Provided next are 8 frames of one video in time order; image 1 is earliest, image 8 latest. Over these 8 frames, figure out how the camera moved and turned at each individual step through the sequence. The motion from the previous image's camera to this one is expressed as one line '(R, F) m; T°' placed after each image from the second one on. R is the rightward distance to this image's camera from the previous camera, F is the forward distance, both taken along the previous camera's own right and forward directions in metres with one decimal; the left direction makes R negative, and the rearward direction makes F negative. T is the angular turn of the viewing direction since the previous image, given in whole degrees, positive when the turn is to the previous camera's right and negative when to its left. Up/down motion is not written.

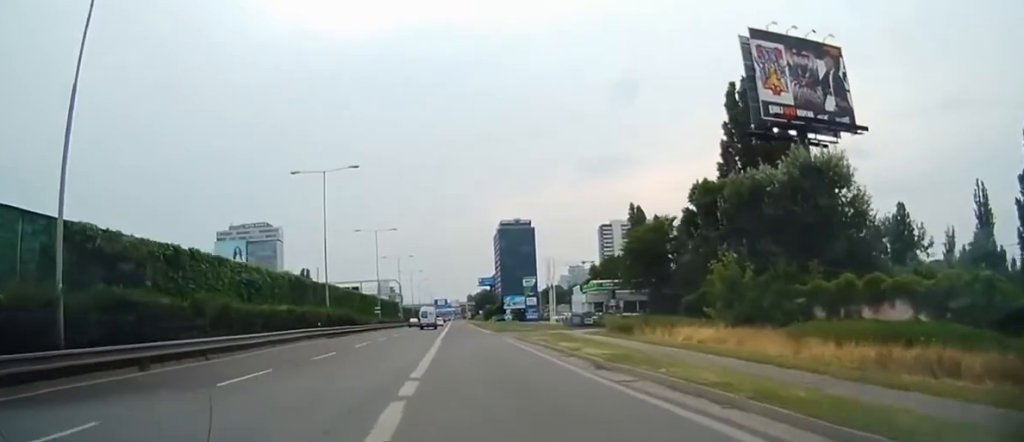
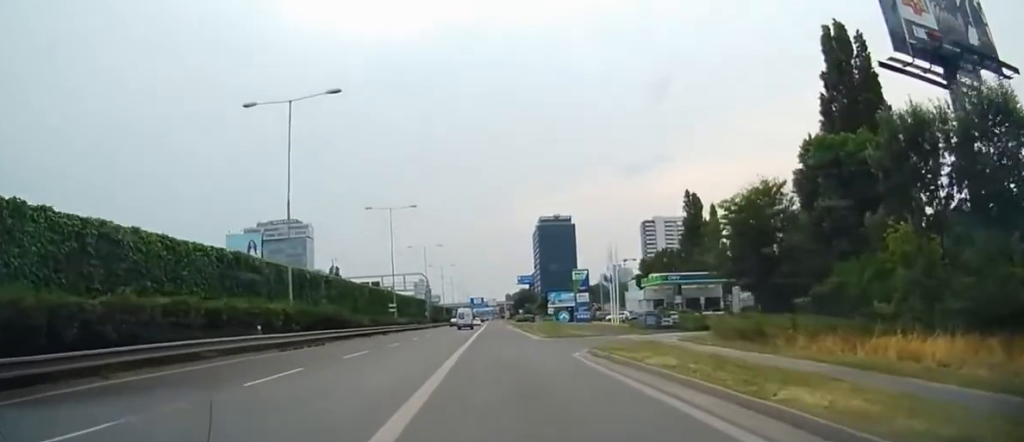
(-0.6, +17.7) m; 0°
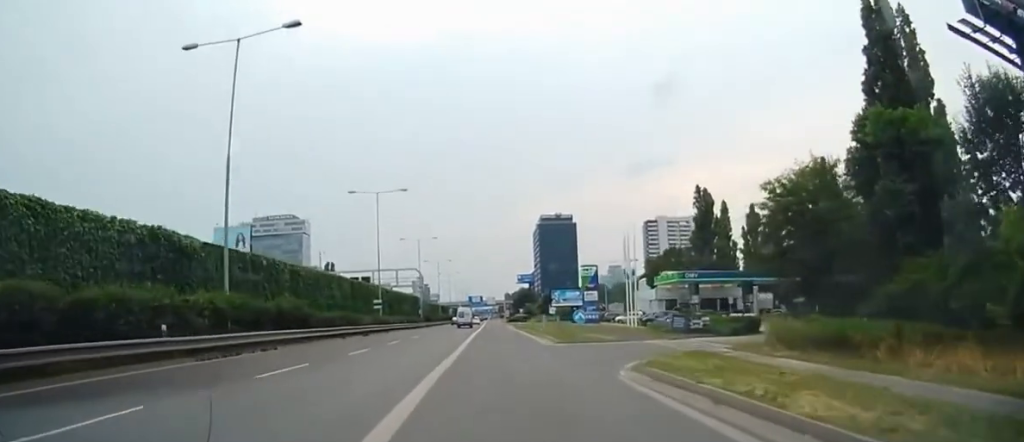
(+0.3, +8.4) m; 0°
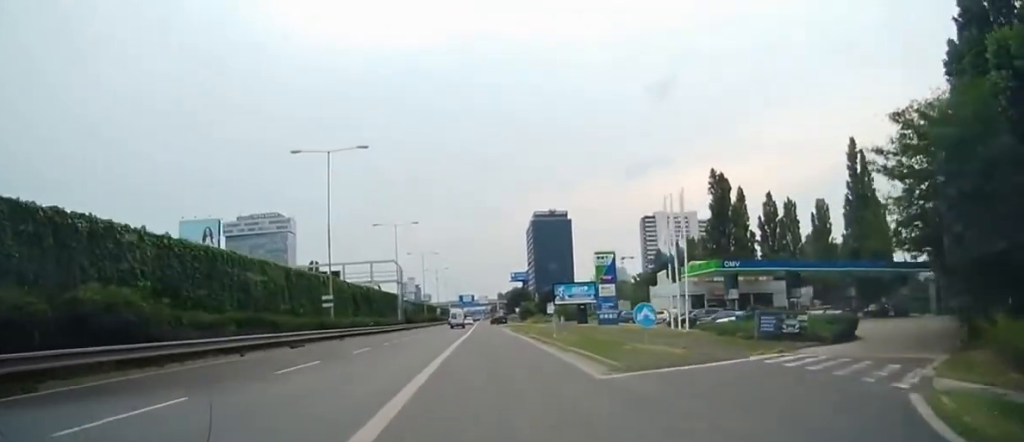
(0.0, +16.0) m; -3°
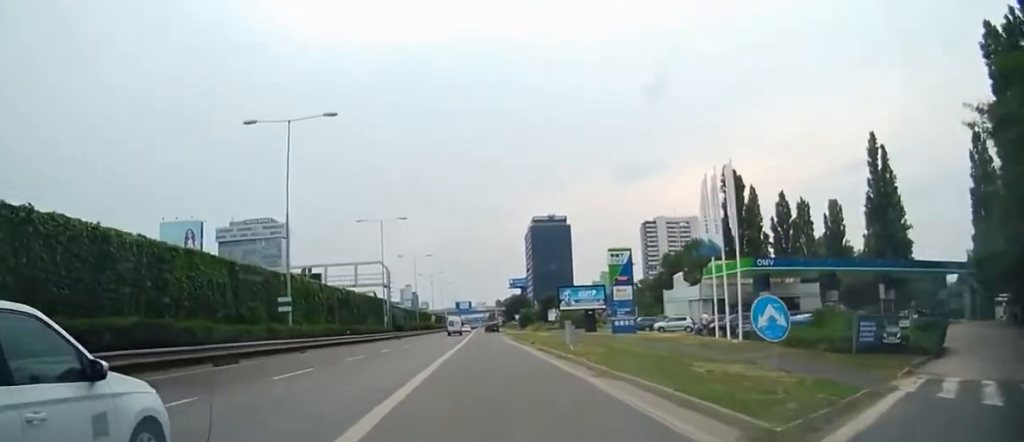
(-0.4, +8.2) m; -3°
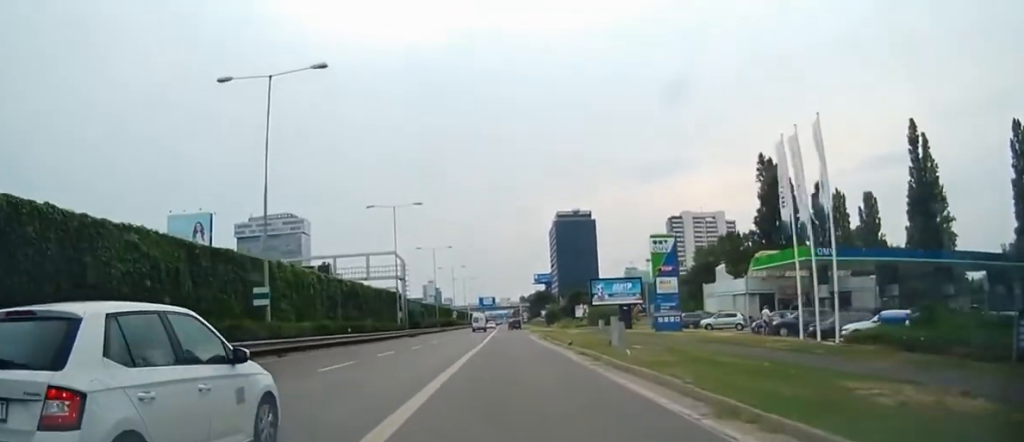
(0.0, +6.9) m; 0°
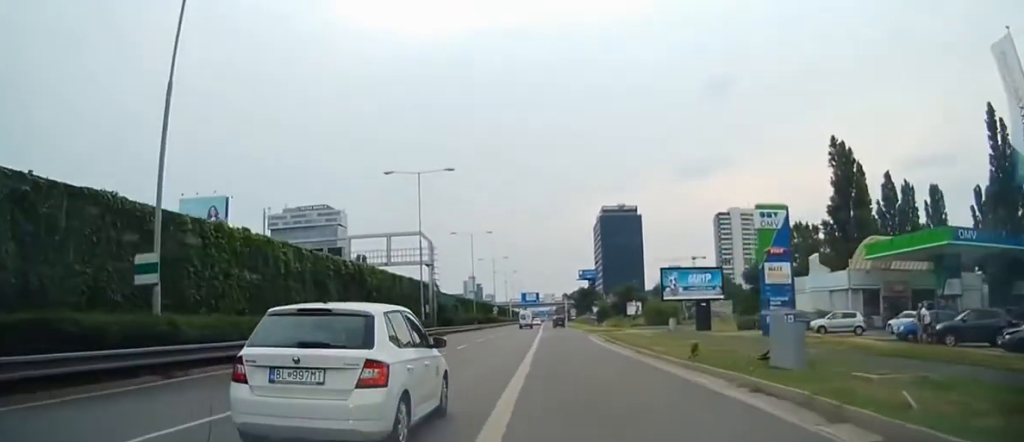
(0.0, +12.5) m; 0°
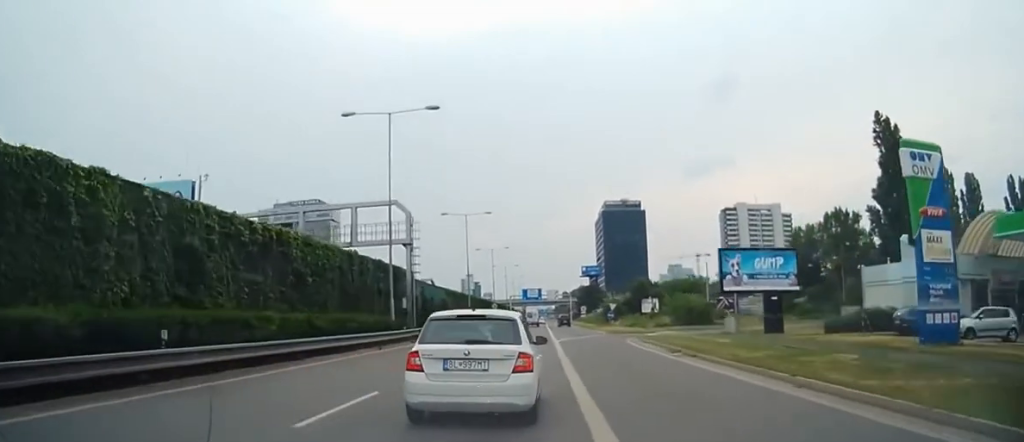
(0.0, +13.6) m; 0°
